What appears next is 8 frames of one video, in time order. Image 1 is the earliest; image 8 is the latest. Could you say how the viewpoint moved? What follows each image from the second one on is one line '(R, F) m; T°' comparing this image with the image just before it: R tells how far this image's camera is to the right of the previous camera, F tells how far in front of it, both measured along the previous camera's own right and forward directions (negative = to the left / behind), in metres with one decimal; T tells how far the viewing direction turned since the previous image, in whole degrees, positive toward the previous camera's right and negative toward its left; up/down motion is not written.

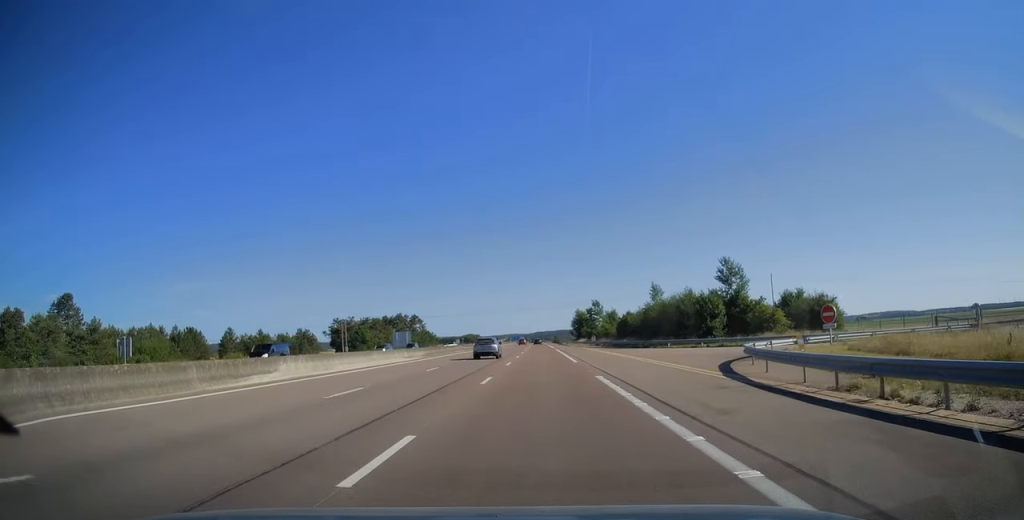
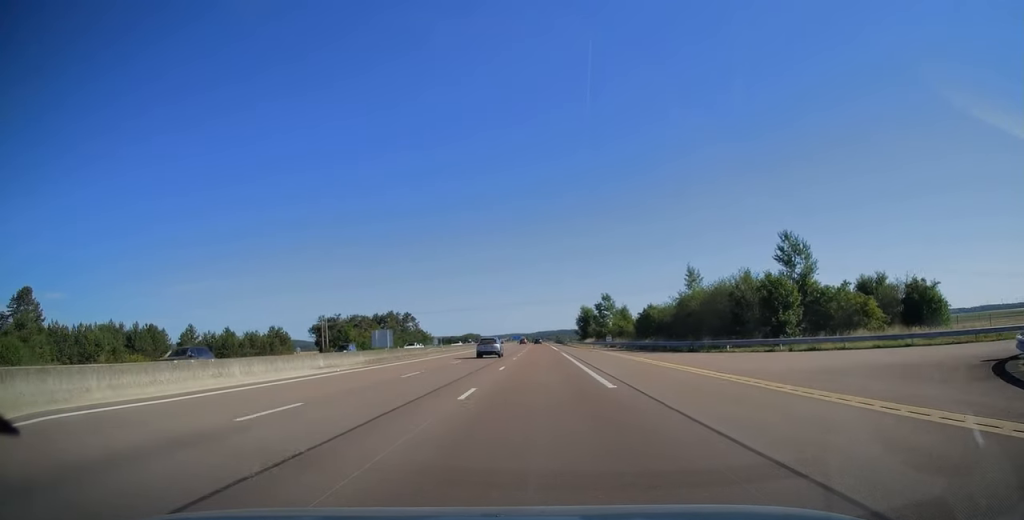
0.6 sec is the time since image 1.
(0.0, +17.7) m; 0°
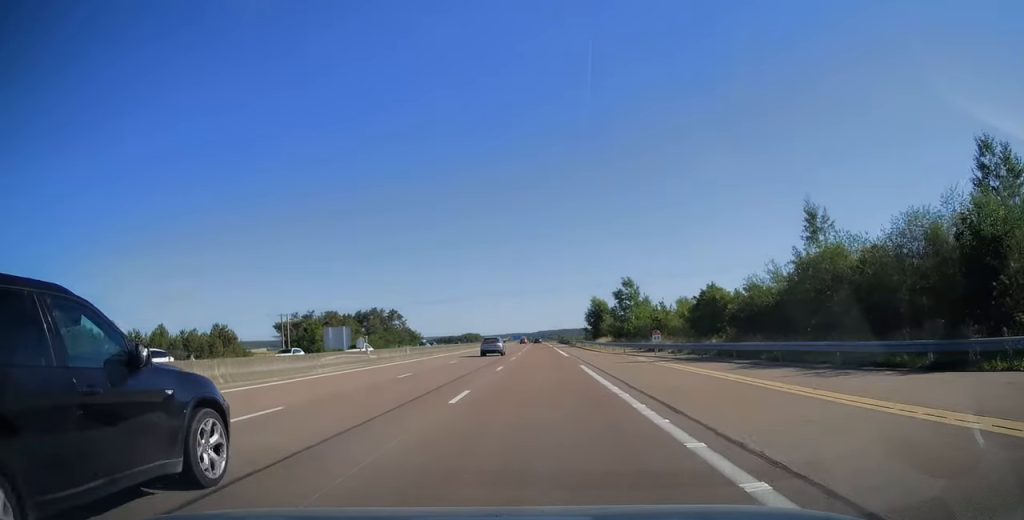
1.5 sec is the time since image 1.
(0.0, +26.7) m; 0°
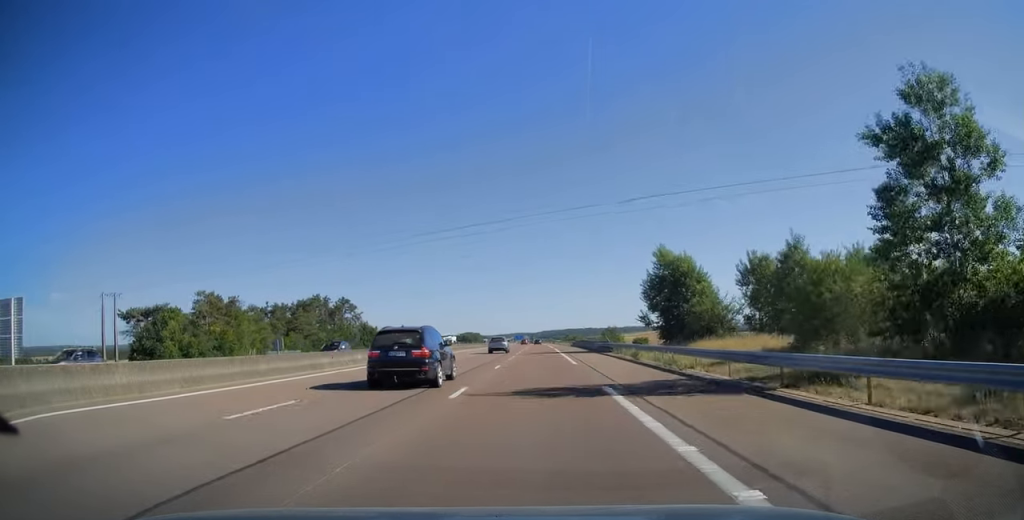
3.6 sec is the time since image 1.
(0.0, +63.6) m; 0°
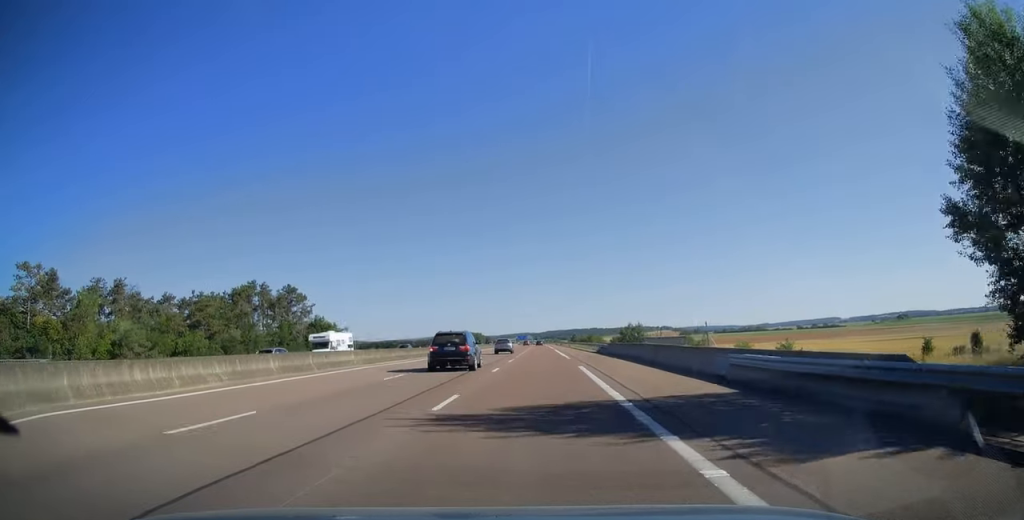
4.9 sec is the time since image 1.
(-0.3, +41.0) m; -1°
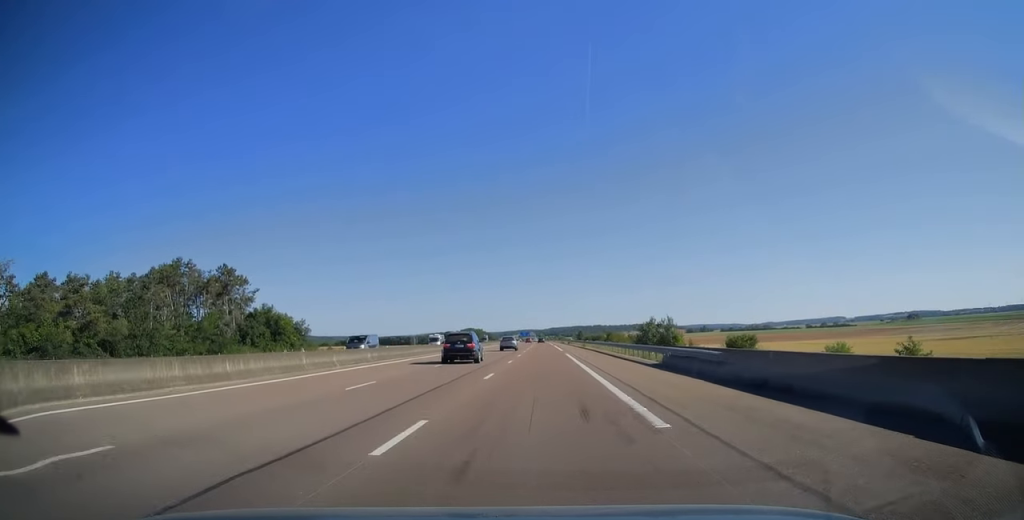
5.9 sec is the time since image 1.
(-0.1, +30.3) m; 0°
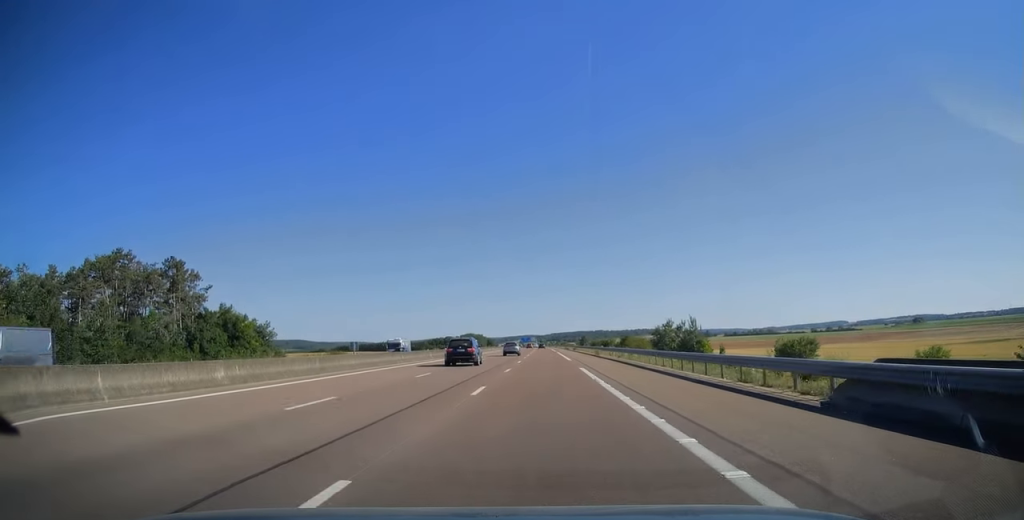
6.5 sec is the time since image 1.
(0.0, +17.3) m; 0°
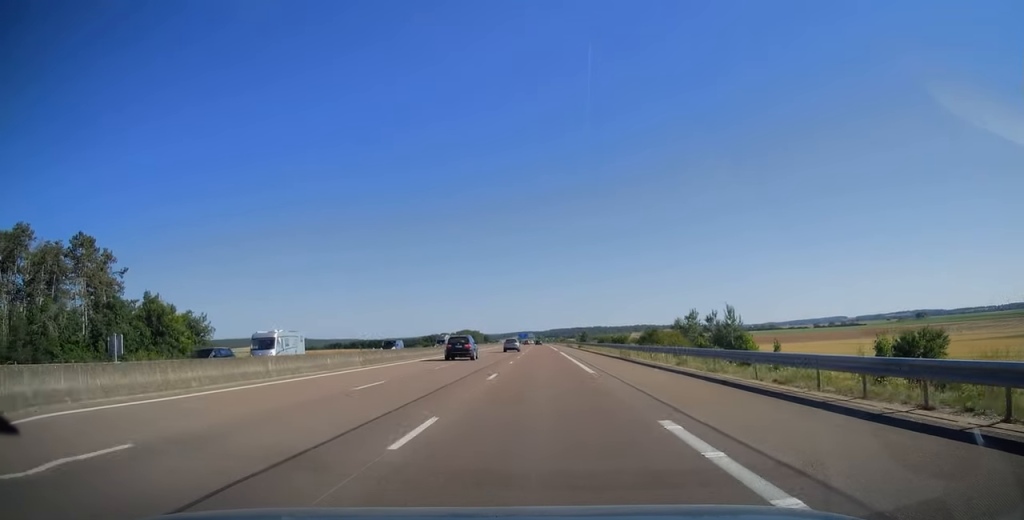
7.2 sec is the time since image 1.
(-0.1, +21.2) m; 0°
